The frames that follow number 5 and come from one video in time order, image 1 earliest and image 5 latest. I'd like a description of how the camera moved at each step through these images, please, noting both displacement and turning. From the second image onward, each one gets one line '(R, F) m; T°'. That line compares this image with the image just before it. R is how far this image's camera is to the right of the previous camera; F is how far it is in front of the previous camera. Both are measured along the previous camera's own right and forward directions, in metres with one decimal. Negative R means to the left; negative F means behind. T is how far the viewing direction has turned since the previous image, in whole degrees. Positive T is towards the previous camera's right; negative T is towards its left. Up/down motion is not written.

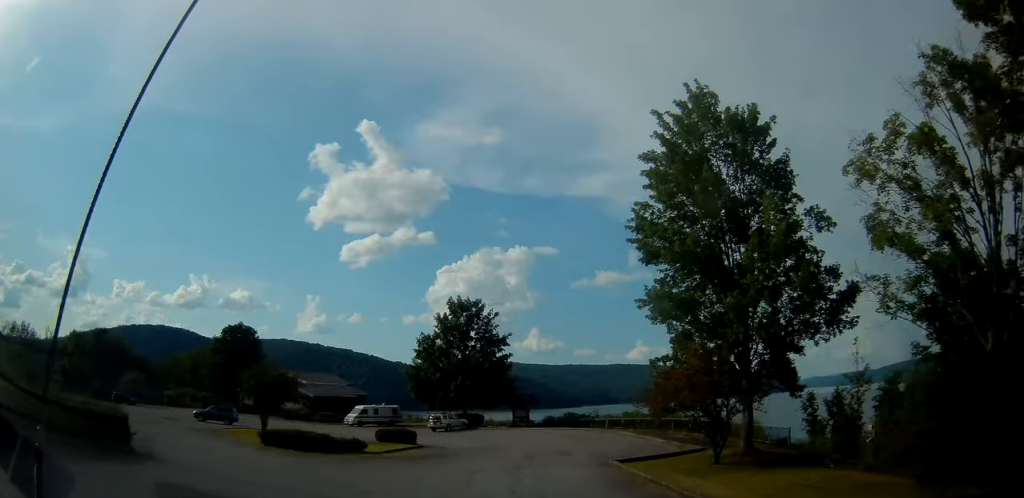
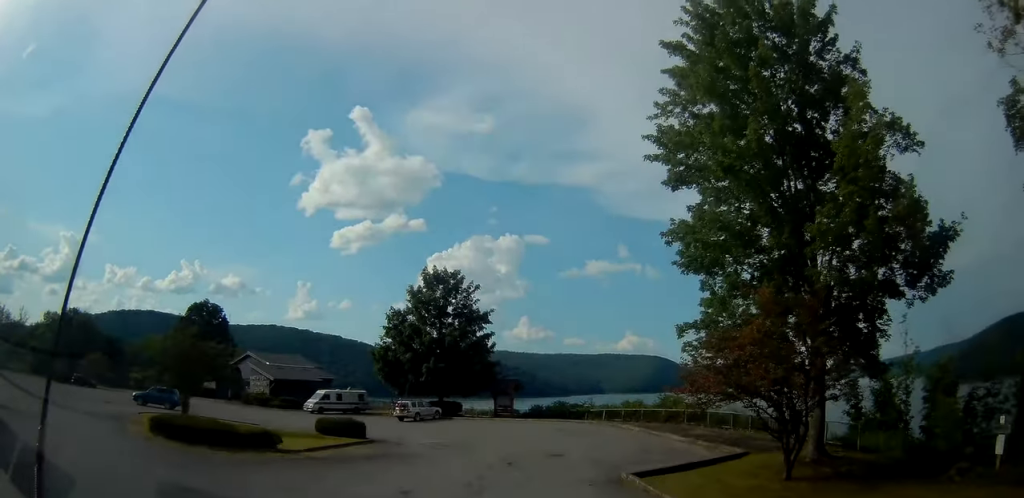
(+0.5, +7.5) m; +5°
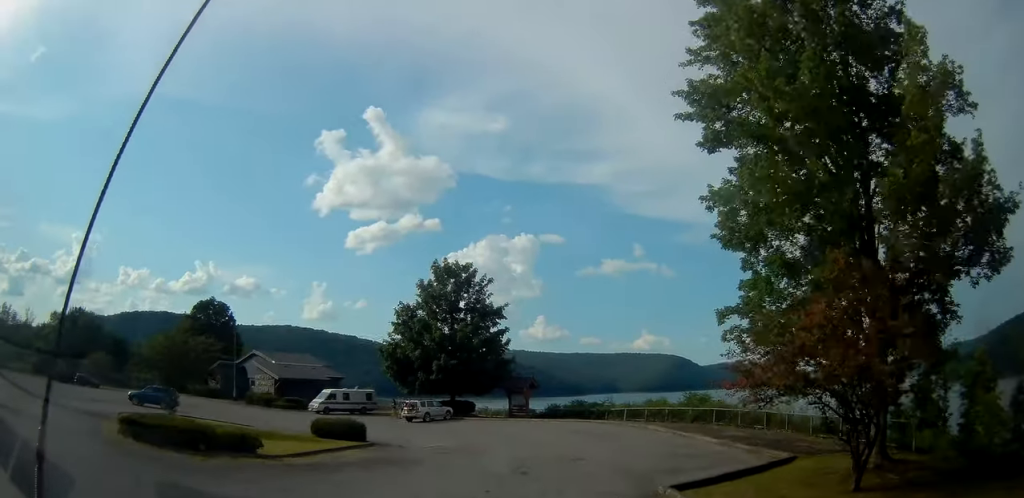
(0.0, +2.6) m; 0°
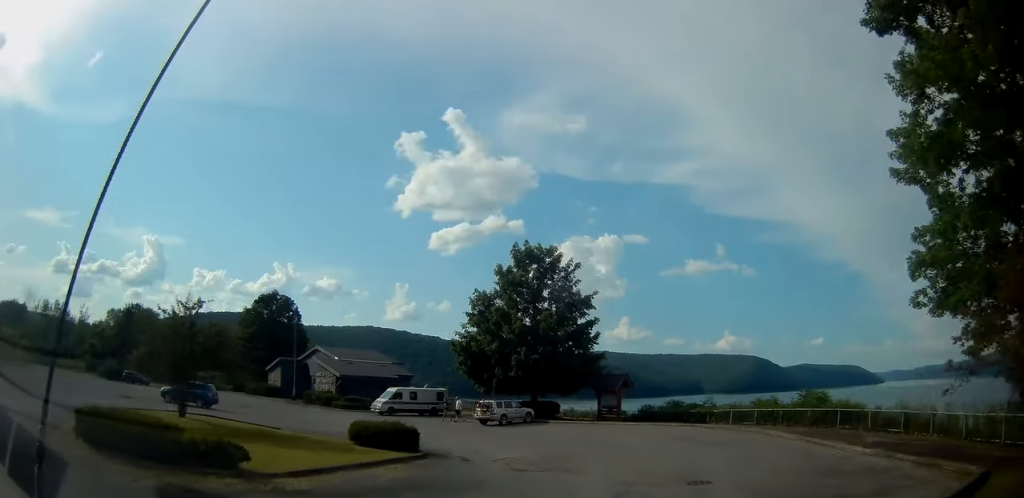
(0.0, +5.8) m; -3°
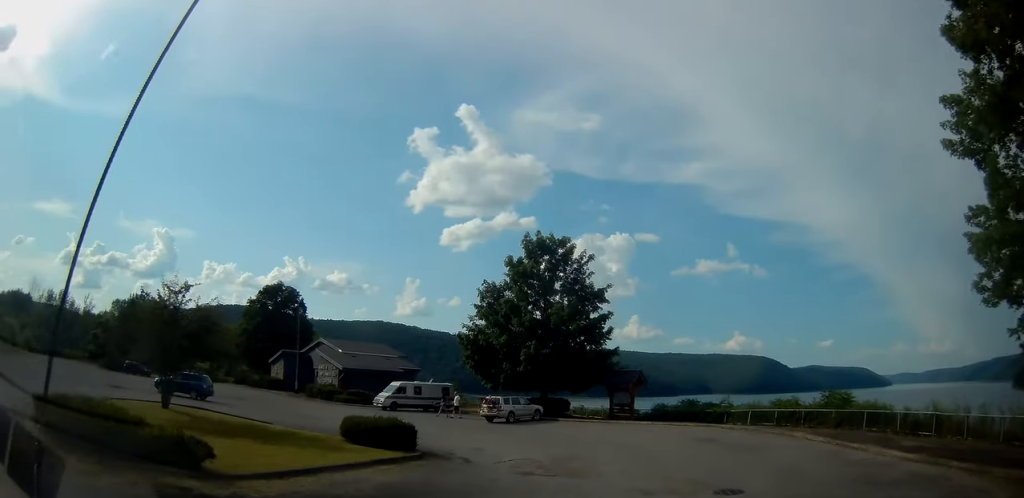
(0.0, +2.0) m; +1°
